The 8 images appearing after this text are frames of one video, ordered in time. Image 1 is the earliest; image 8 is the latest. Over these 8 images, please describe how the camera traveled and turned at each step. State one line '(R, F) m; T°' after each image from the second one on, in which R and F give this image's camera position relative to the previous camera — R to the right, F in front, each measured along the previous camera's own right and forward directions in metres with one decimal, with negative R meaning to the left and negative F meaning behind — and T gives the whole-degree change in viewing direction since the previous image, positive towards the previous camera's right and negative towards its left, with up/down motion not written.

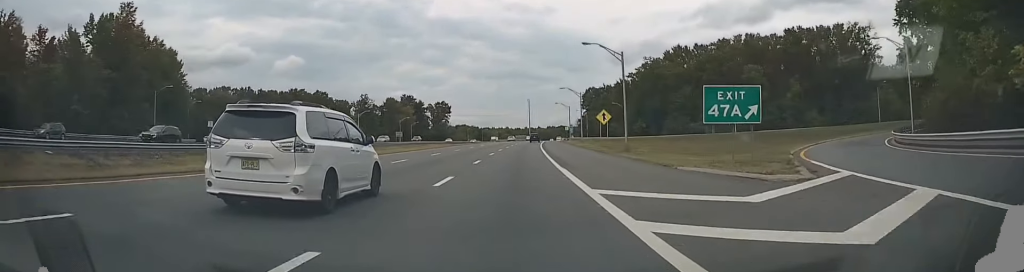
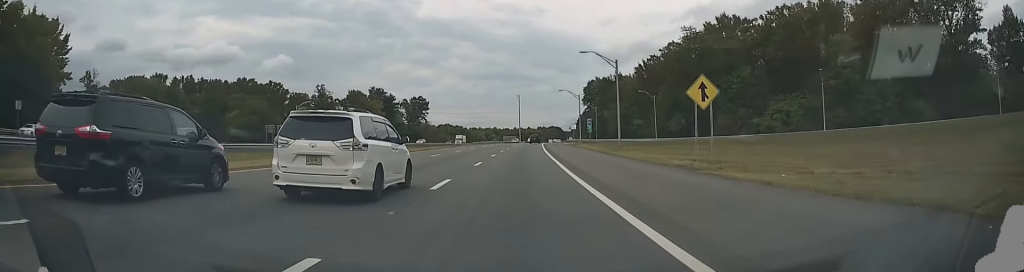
(0.0, +37.3) m; +2°
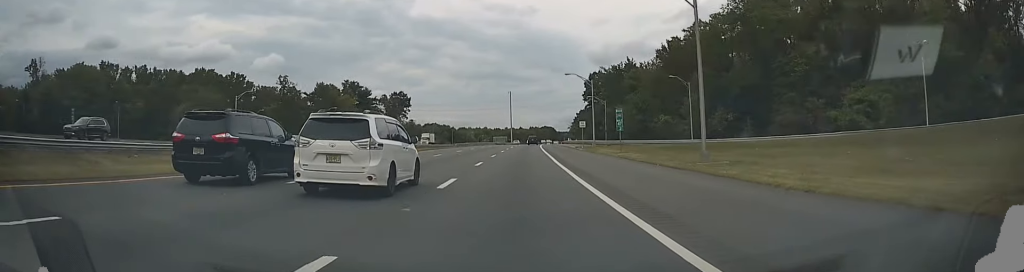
(+0.8, +23.1) m; +1°
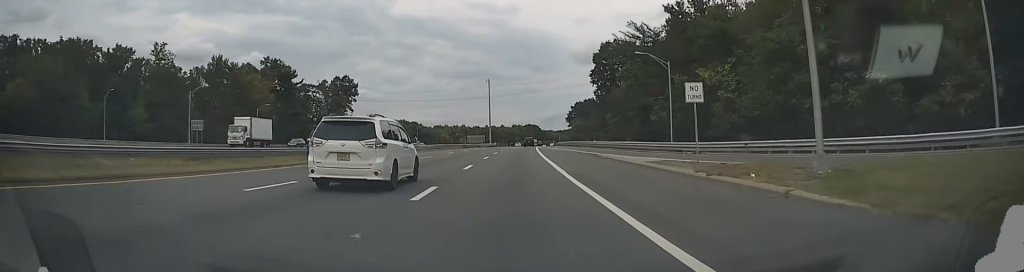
(-0.1, +50.2) m; 0°
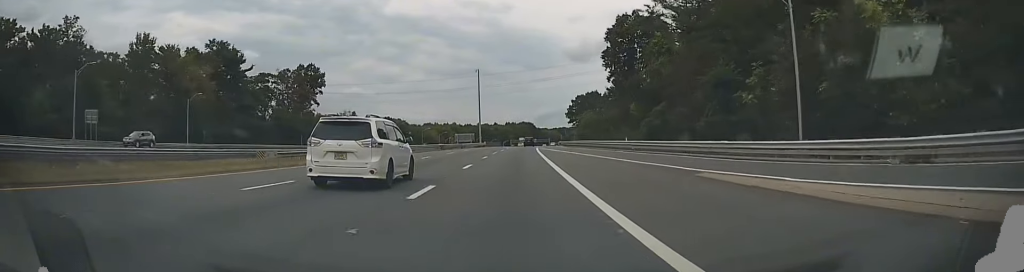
(+0.2, +24.0) m; +1°
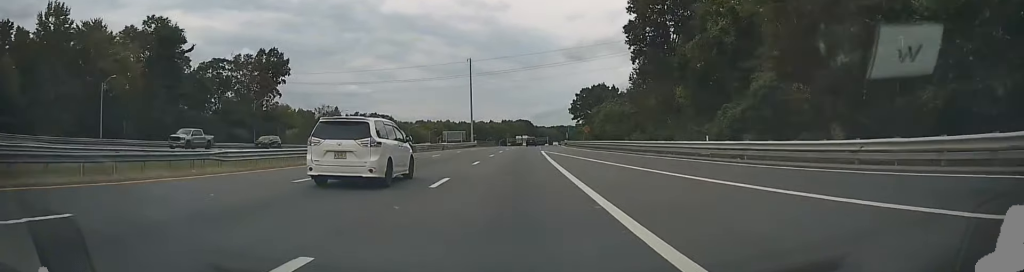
(+0.2, +21.4) m; +1°
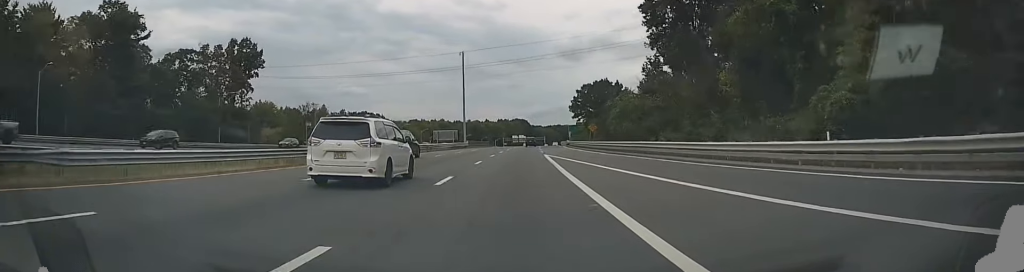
(+0.1, +11.6) m; 0°
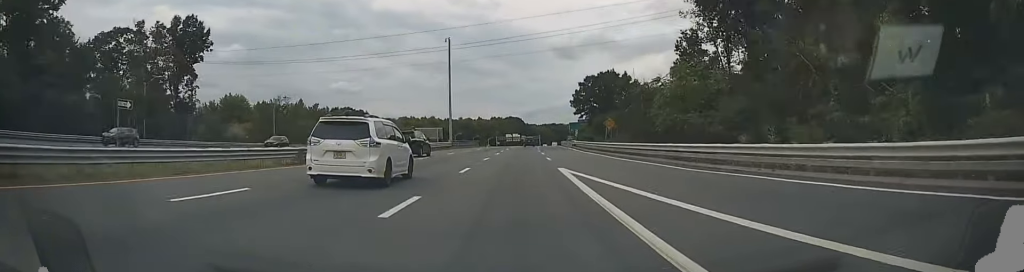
(-0.1, +19.3) m; +1°
